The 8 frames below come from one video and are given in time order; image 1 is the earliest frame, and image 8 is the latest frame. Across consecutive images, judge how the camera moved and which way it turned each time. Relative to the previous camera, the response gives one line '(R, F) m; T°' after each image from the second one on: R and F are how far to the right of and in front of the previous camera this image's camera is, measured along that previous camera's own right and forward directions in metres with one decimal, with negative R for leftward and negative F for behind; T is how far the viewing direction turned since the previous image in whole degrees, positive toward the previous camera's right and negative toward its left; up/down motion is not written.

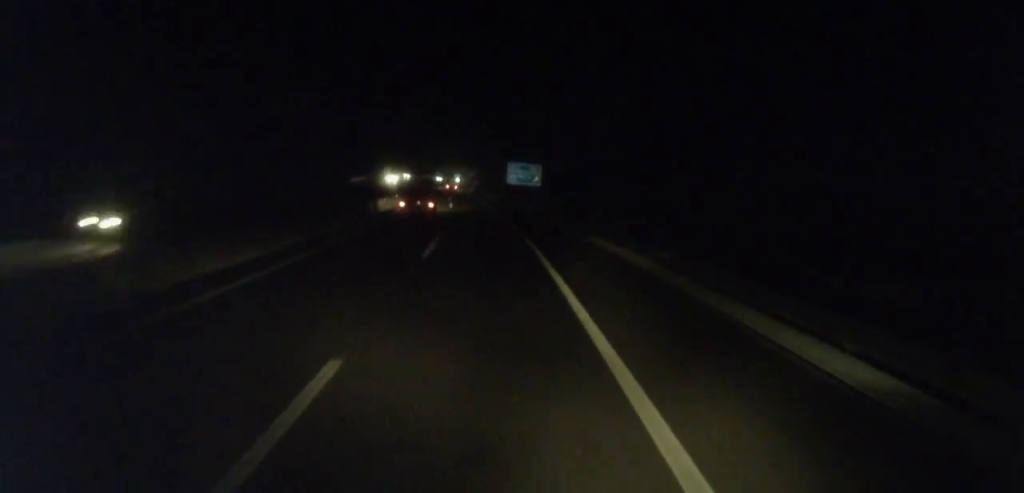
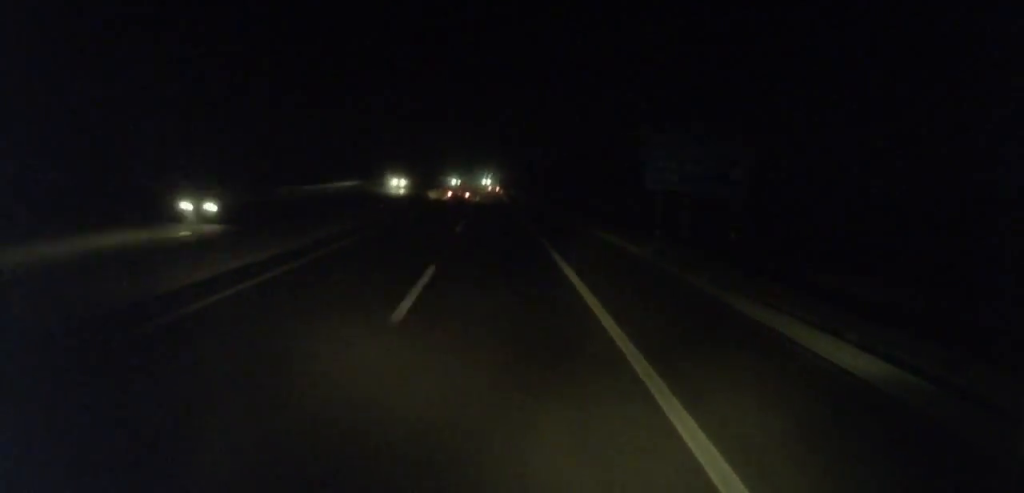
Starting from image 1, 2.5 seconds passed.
(-4.9, +59.1) m; -3°
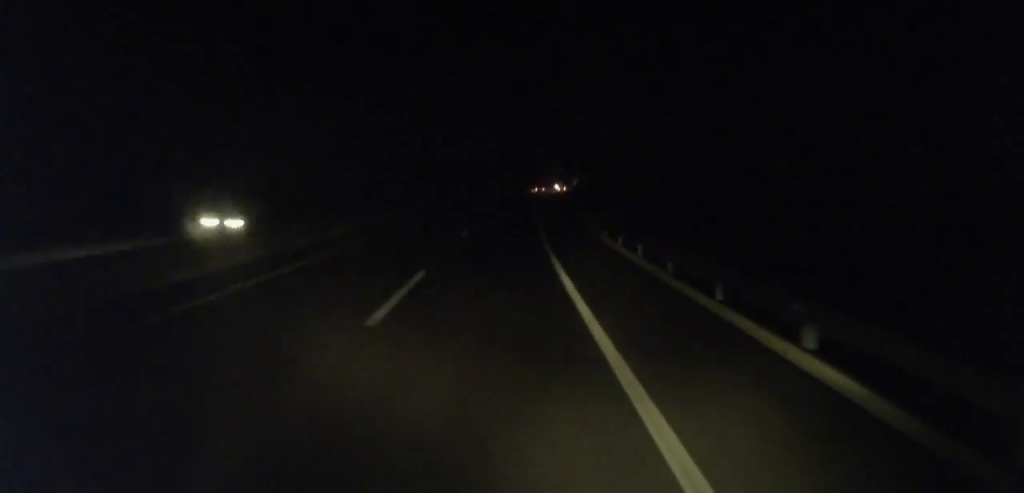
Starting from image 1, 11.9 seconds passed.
(+0.3, +218.2) m; +4°
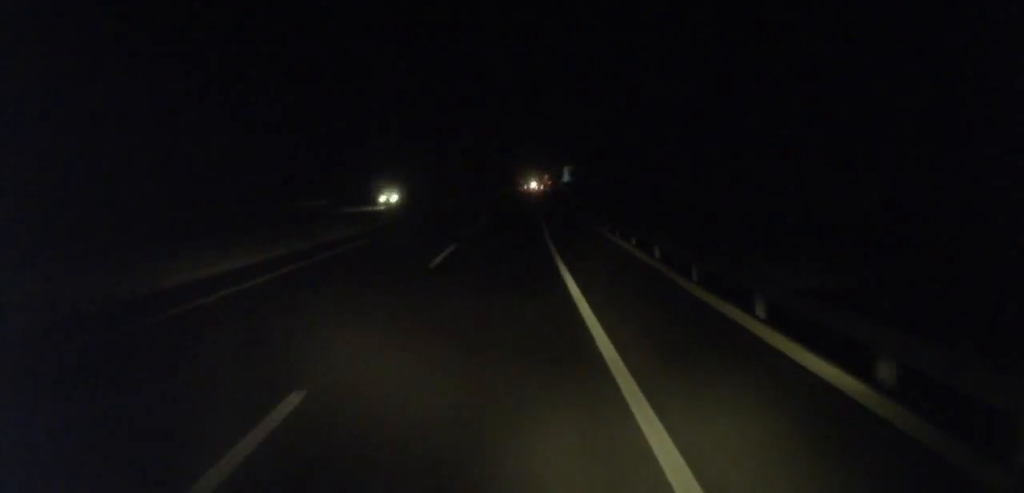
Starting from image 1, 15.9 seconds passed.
(+1.5, +93.8) m; +5°
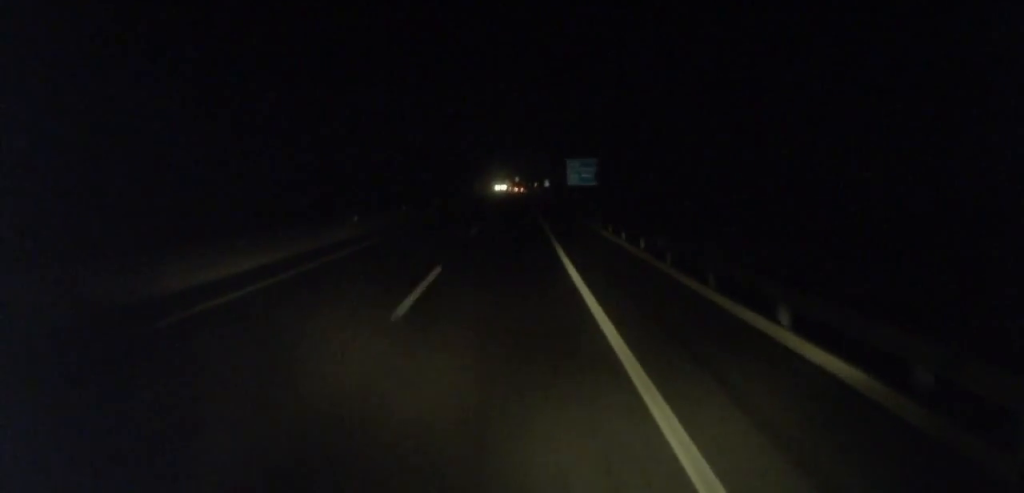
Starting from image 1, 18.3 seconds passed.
(+3.4, +56.2) m; +4°
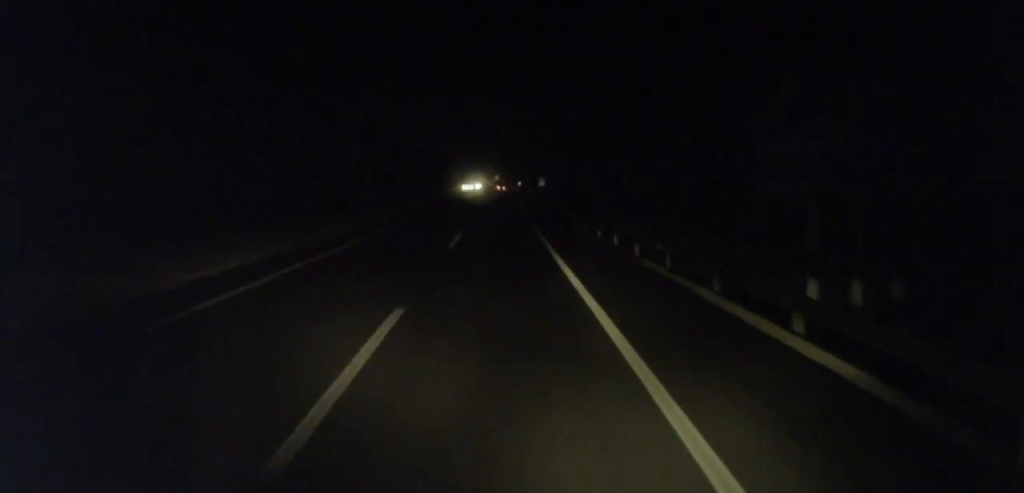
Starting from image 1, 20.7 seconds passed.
(+1.8, +56.3) m; +3°
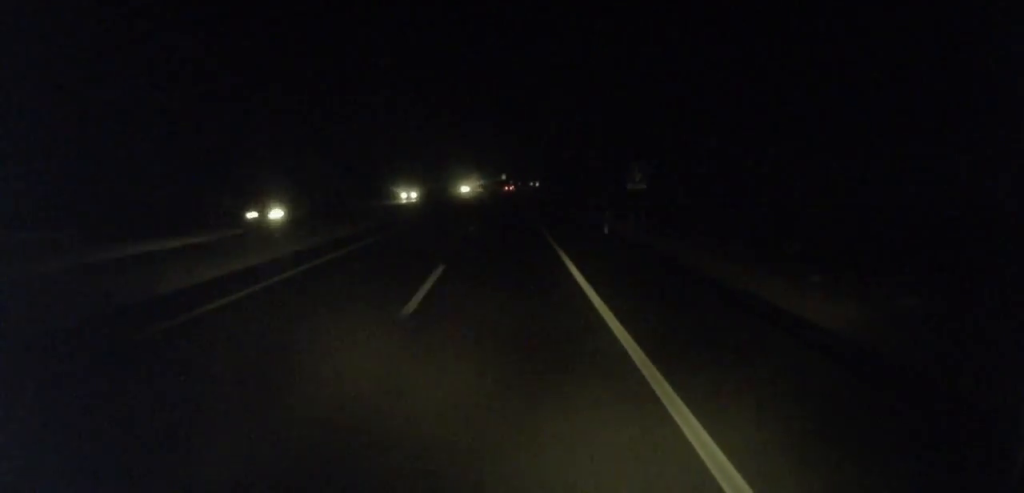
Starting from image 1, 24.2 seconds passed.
(+2.3, +81.7) m; 0°
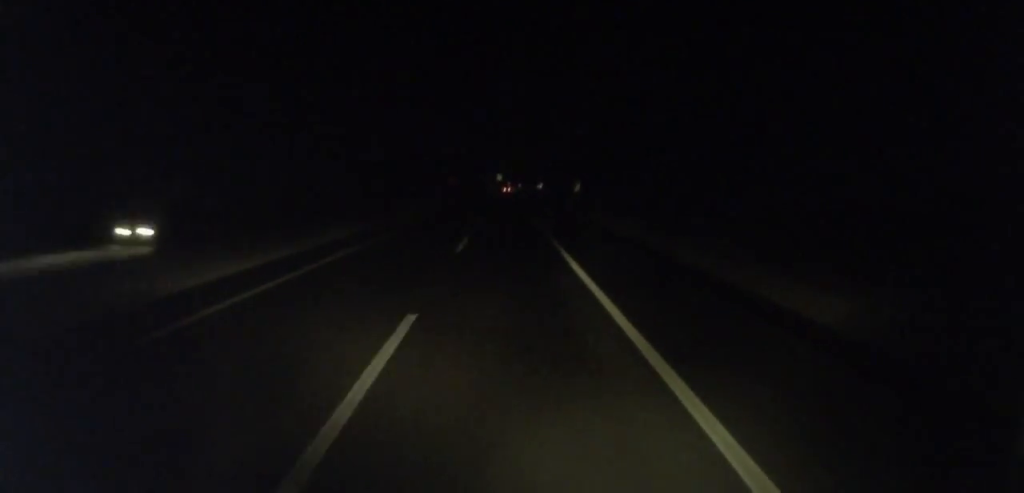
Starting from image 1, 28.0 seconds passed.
(-2.6, +91.3) m; 0°
